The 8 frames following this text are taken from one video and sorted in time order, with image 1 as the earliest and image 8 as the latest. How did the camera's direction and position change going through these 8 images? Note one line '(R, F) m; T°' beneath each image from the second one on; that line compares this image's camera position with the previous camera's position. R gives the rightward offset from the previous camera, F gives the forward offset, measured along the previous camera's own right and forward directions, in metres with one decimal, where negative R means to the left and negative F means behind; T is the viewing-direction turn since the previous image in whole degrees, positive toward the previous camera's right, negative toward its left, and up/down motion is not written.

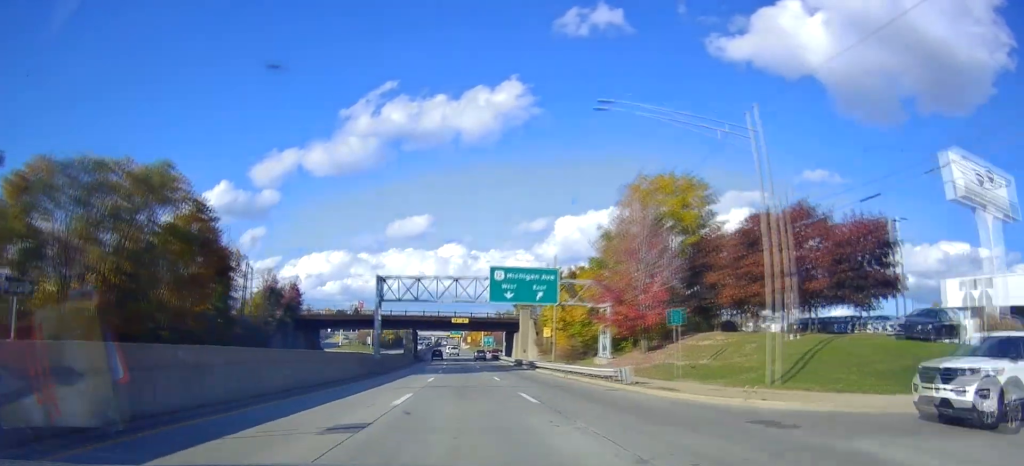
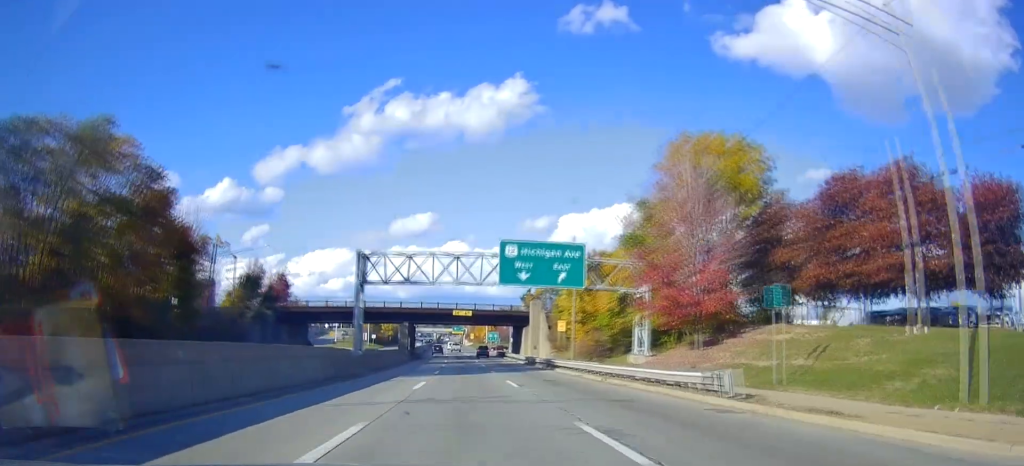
(0.0, +9.7) m; 0°
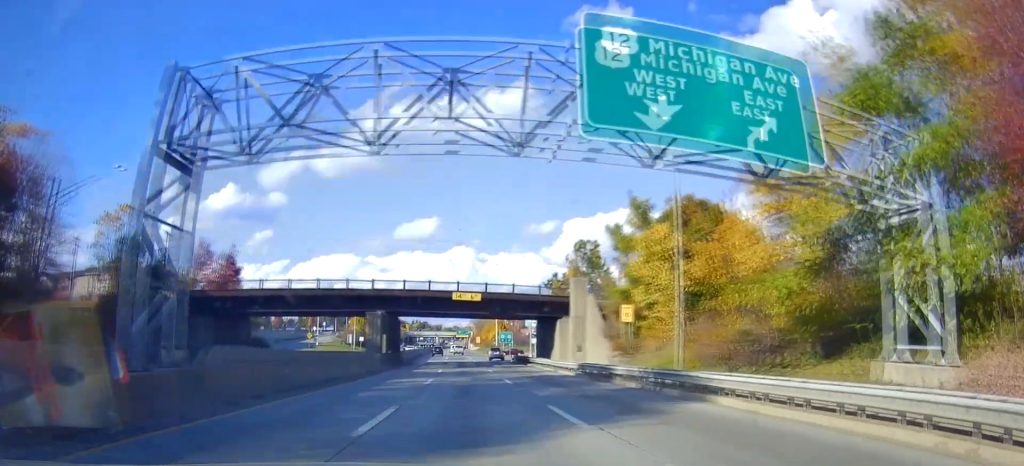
(+0.1, +26.2) m; -1°
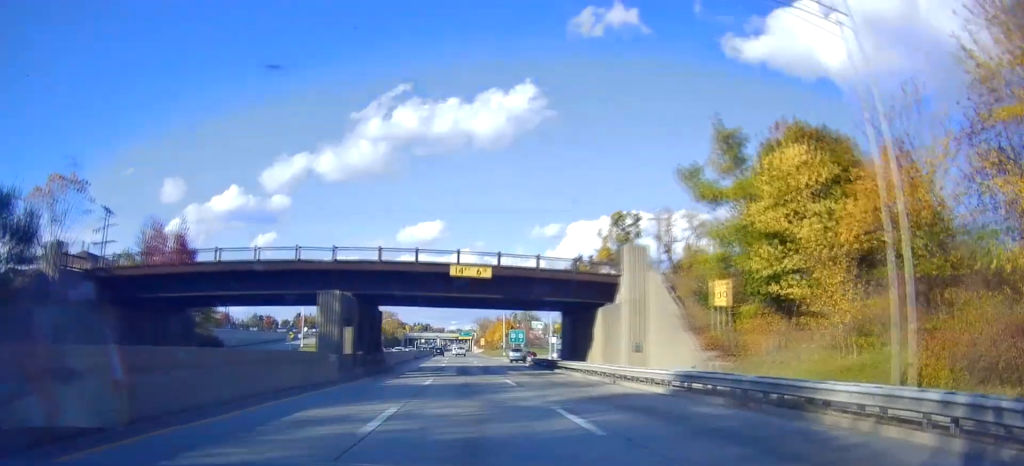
(-0.2, +15.8) m; 0°
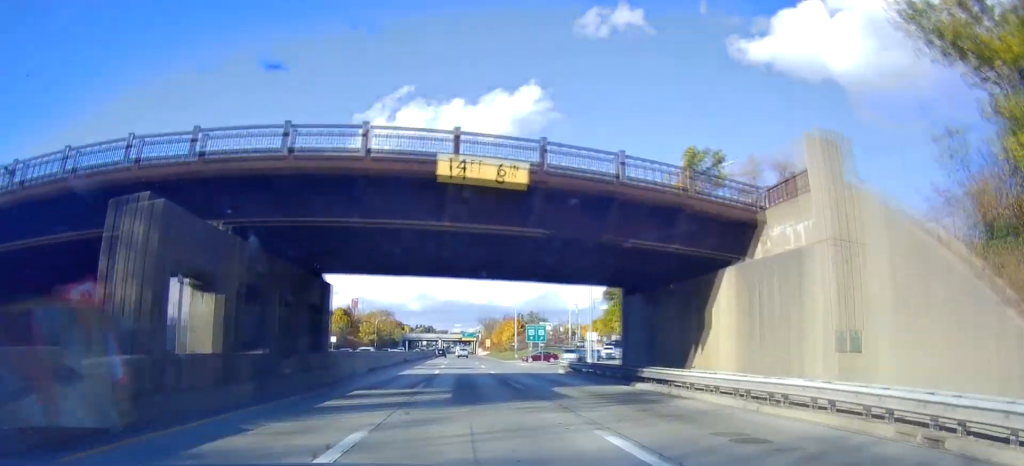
(0.0, +19.2) m; +1°
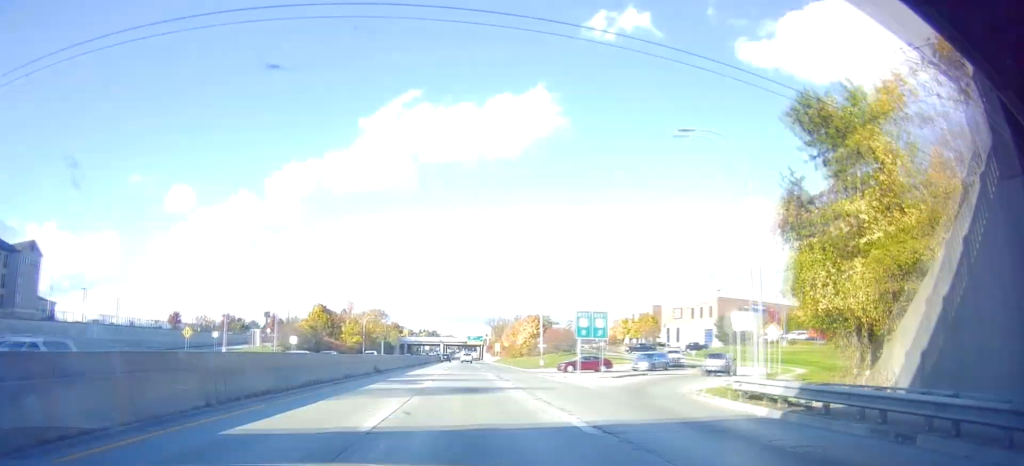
(-0.4, +26.7) m; -2°
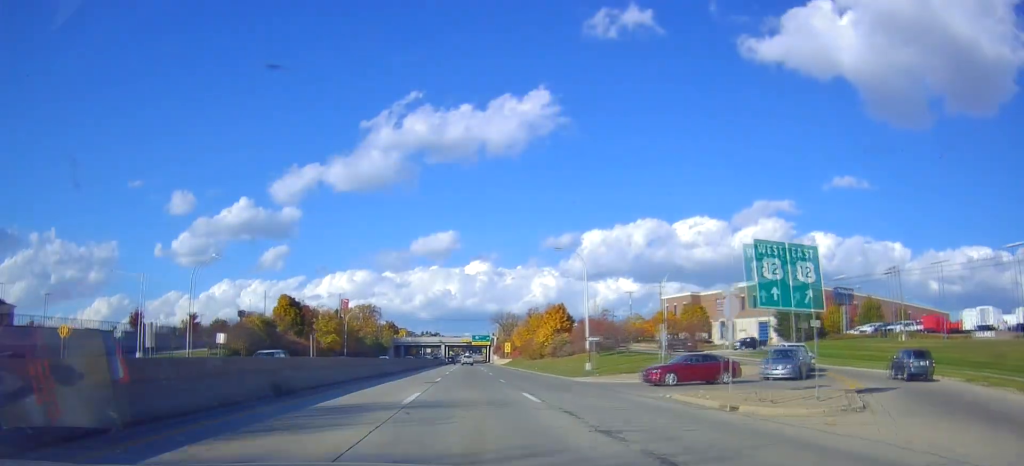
(0.0, +24.5) m; +1°
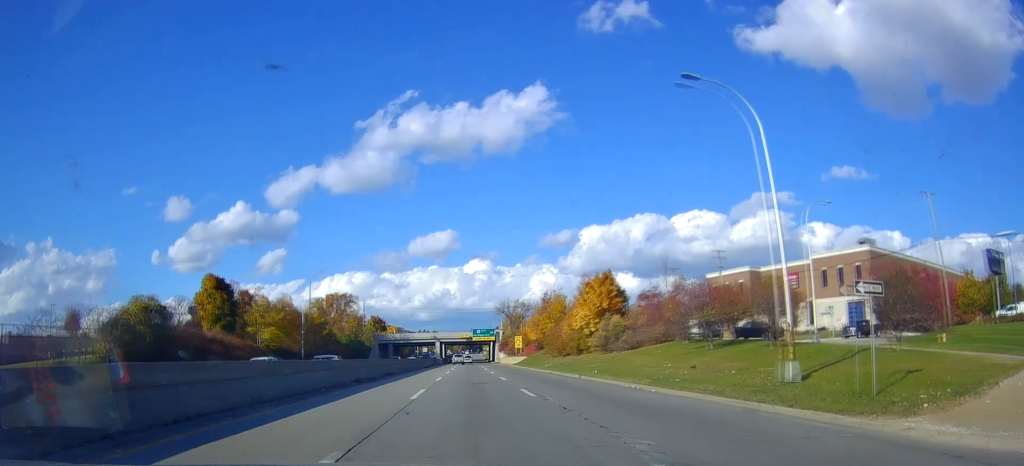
(-0.4, +29.4) m; -2°
